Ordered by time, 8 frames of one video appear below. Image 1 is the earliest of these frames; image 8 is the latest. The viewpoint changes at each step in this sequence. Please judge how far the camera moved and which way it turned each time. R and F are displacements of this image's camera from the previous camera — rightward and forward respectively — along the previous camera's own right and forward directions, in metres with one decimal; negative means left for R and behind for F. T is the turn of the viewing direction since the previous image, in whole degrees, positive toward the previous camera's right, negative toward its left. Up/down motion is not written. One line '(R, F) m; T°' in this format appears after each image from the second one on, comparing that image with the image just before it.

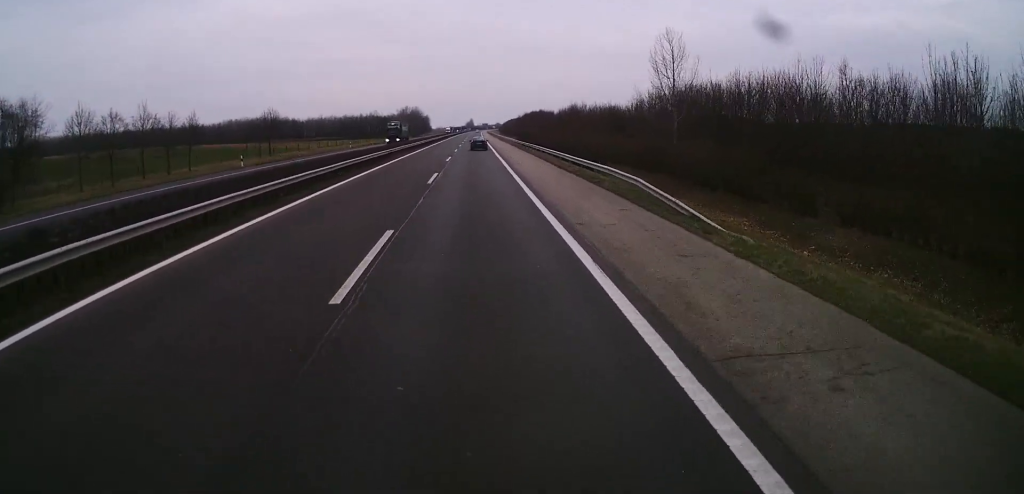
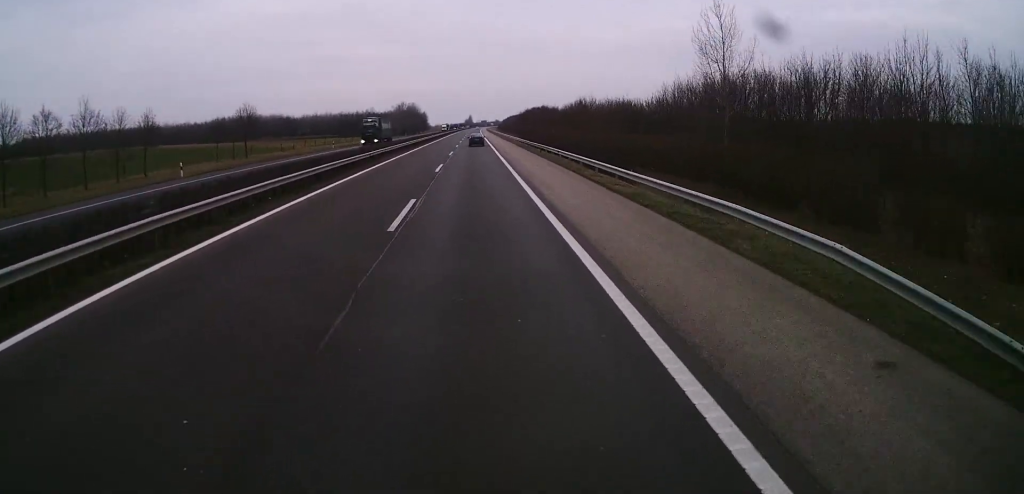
(0.0, +12.4) m; 0°
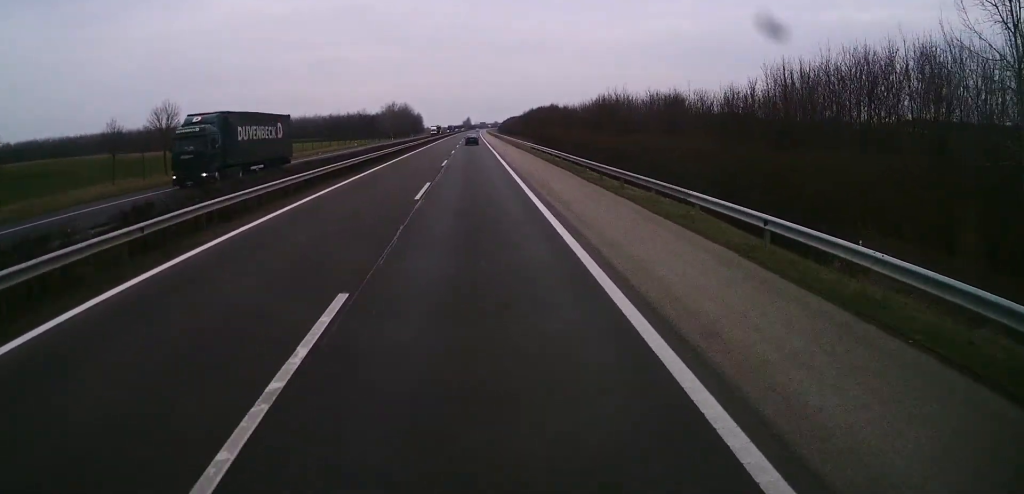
(-0.4, +29.3) m; -1°
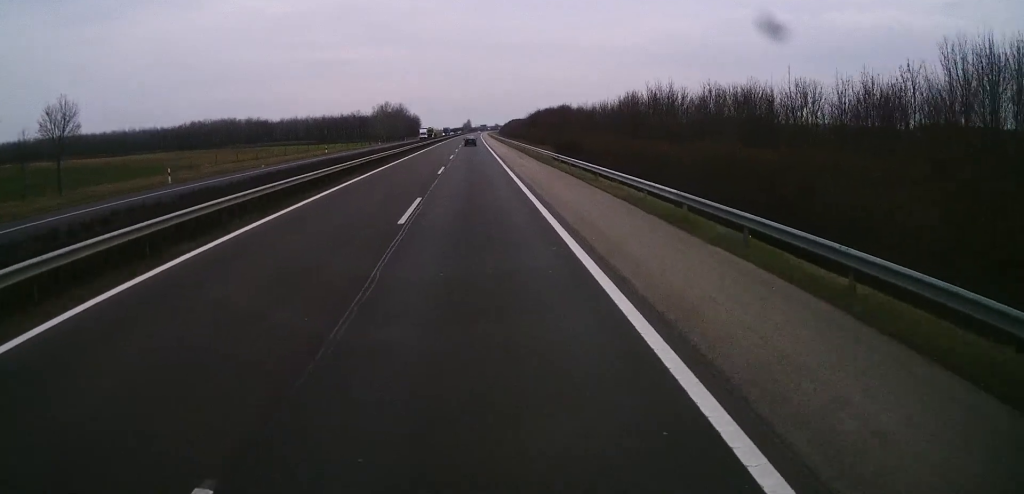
(+0.1, +23.1) m; +1°
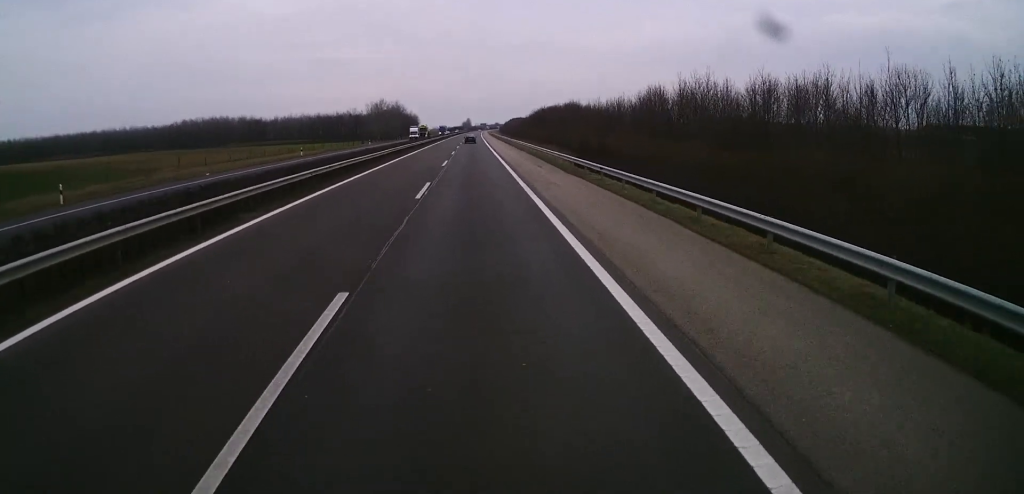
(+0.1, +13.1) m; 0°
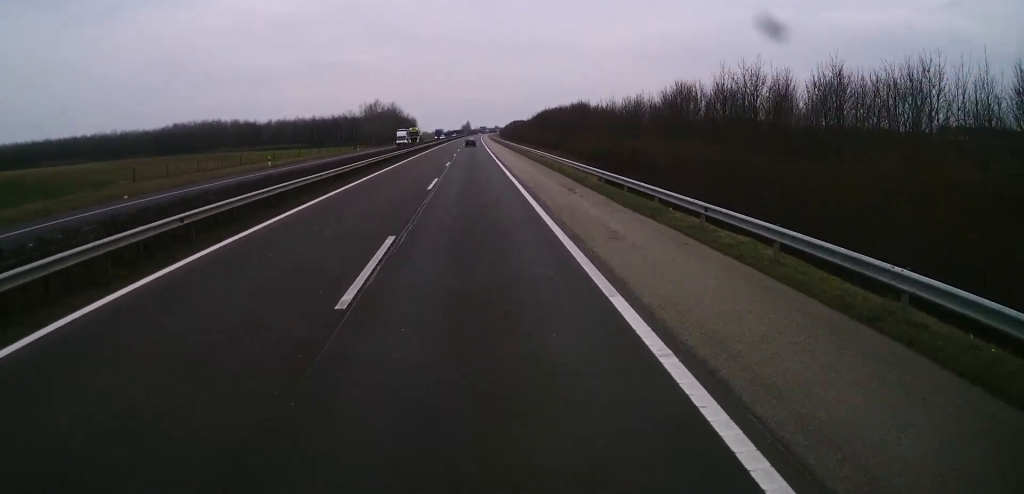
(0.0, +12.4) m; 0°
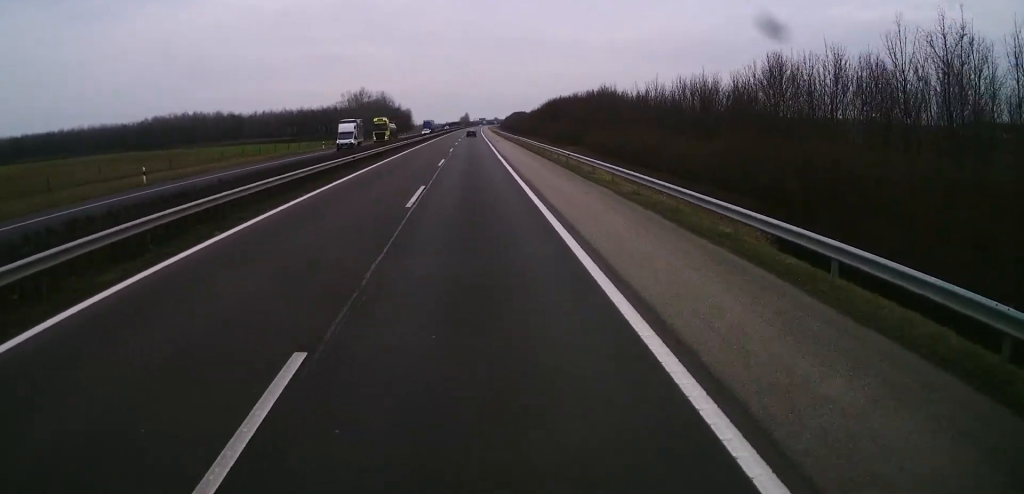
(0.0, +26.3) m; -1°
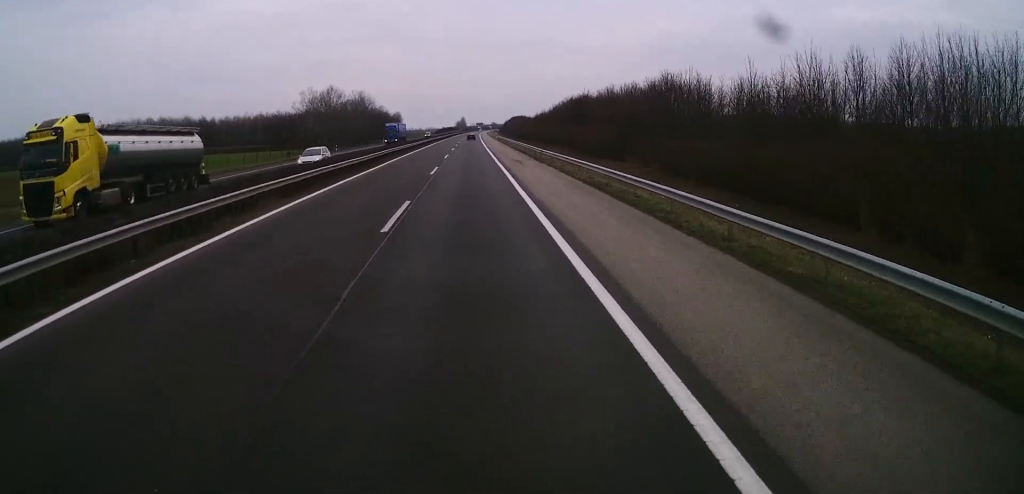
(+0.1, +40.2) m; +2°
